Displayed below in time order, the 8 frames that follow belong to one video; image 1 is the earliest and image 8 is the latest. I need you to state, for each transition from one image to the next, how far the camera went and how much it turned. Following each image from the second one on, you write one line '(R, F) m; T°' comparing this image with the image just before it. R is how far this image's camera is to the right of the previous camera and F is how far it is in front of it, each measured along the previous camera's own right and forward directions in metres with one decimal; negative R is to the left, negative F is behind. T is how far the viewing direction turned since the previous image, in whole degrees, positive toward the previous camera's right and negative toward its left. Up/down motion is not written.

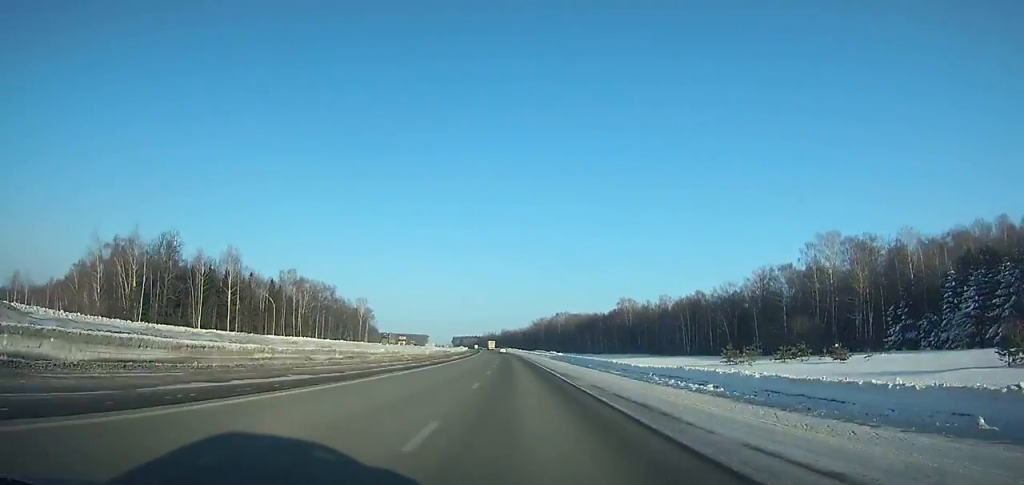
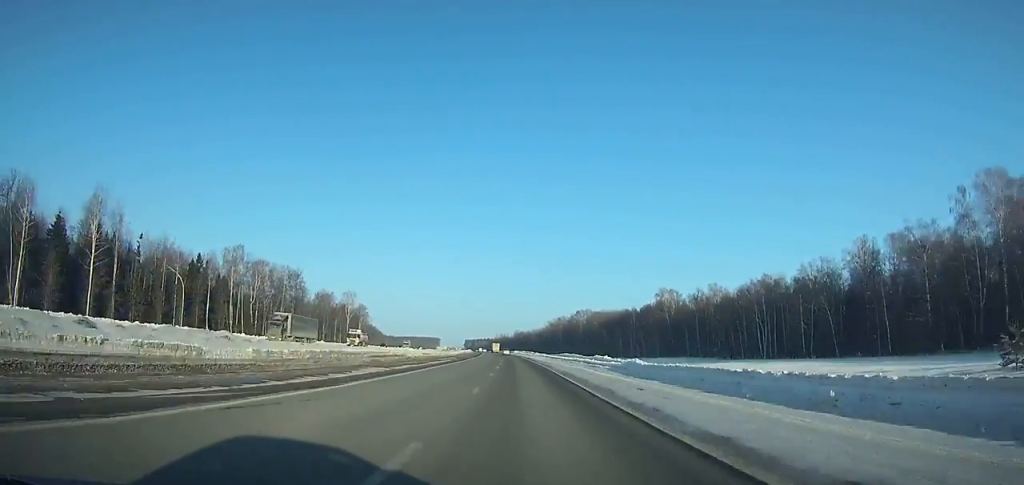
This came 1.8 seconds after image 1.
(-0.5, +50.4) m; -1°
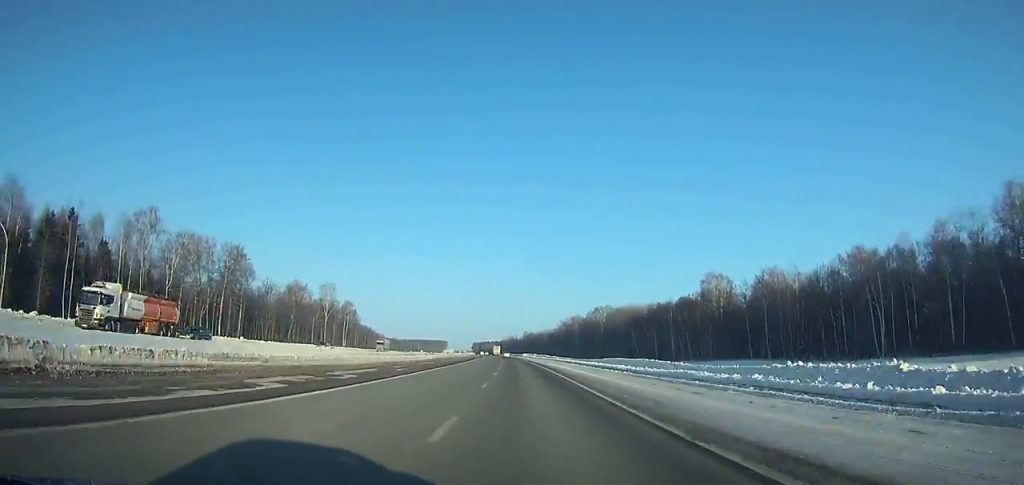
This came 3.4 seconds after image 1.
(-0.3, +44.8) m; -1°
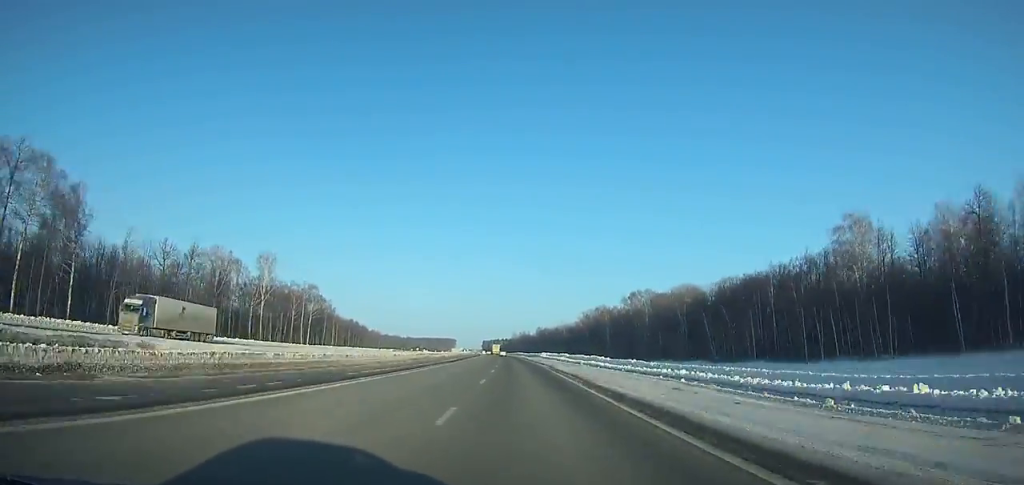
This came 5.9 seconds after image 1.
(-0.8, +70.1) m; -1°
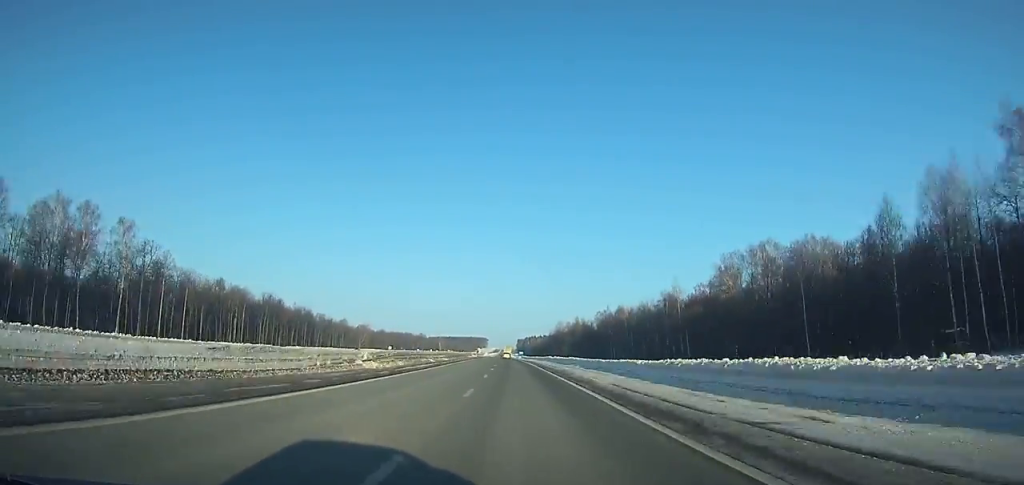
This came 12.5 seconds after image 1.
(-5.8, +184.8) m; -3°
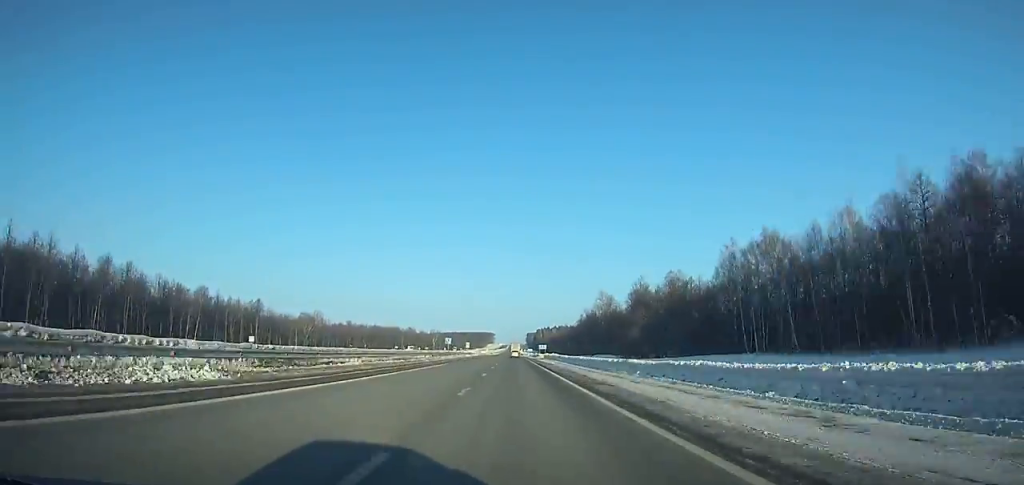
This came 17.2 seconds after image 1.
(-1.1, +130.8) m; -1°
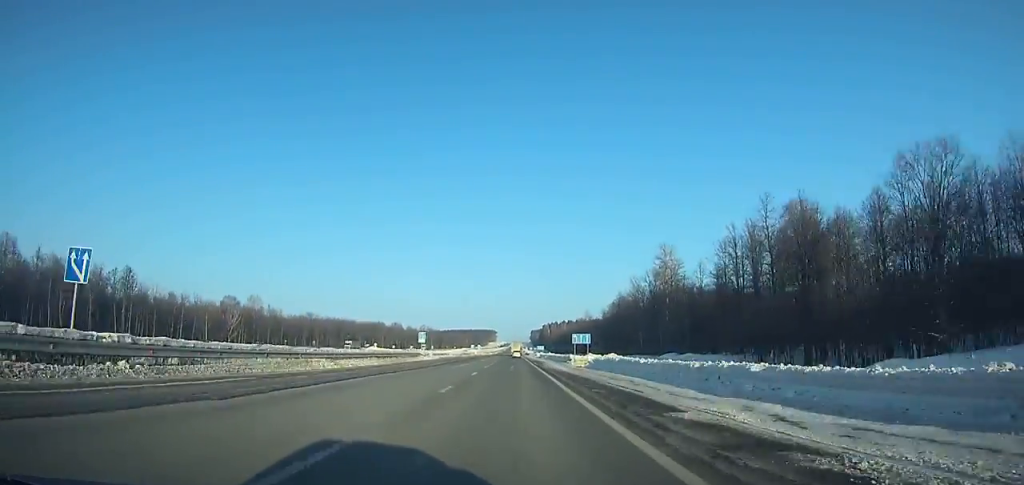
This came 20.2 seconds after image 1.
(-0.4, +82.9) m; 0°
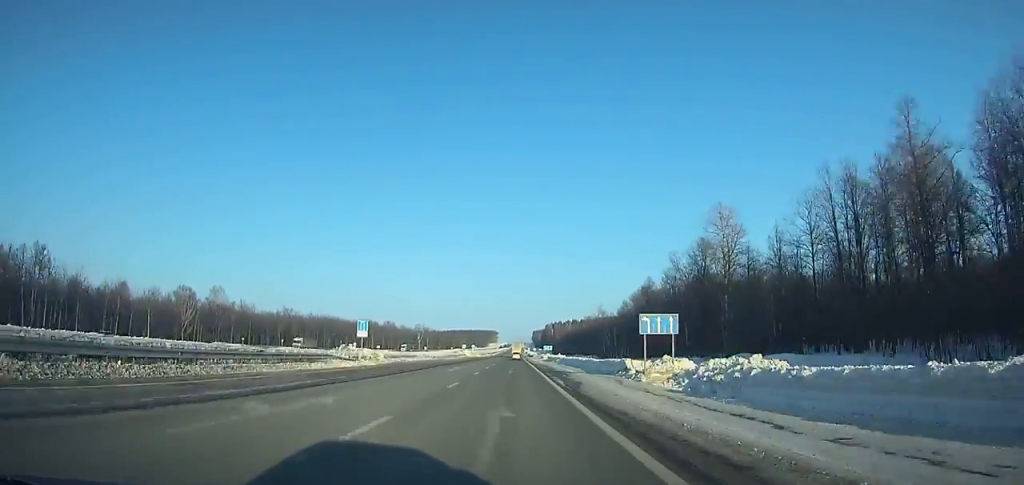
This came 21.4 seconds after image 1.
(-0.1, +33.0) m; 0°
